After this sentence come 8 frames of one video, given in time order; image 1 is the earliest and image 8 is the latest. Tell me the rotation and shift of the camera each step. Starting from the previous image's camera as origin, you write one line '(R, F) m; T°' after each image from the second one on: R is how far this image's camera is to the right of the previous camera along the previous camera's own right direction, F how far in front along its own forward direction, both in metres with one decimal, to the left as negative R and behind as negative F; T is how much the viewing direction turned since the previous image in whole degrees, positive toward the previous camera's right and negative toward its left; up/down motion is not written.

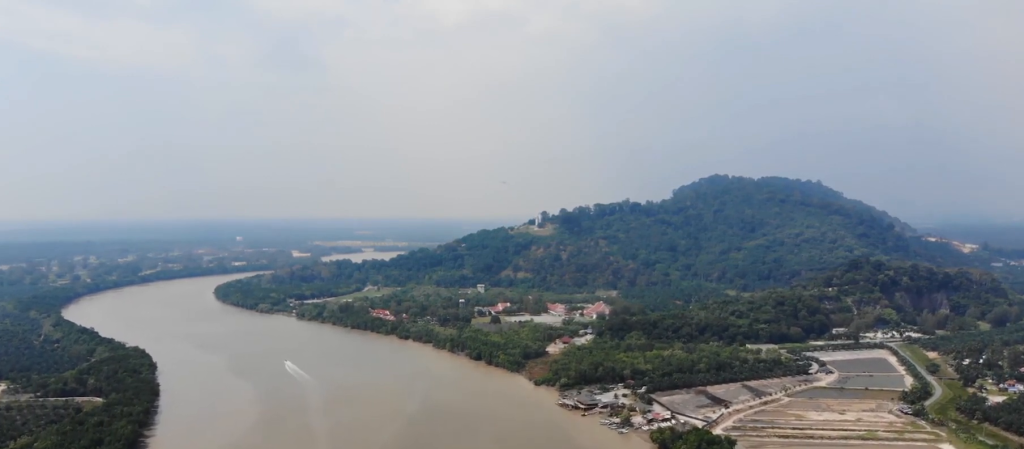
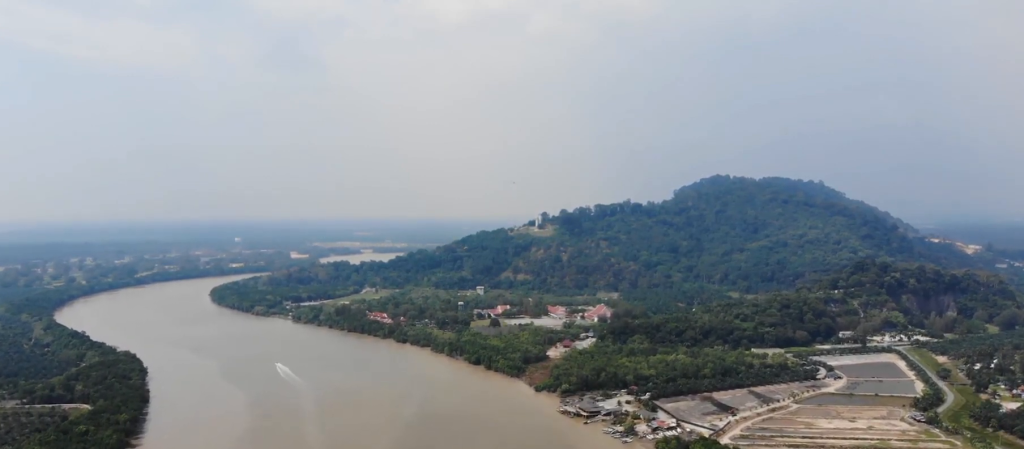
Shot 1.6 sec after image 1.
(-0.1, +20.6) m; 0°
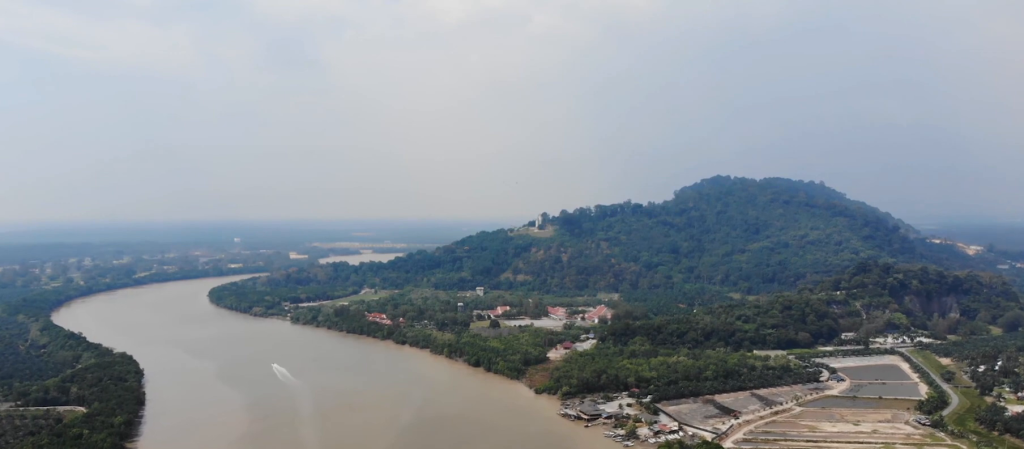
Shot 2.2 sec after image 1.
(0.0, +7.7) m; 0°
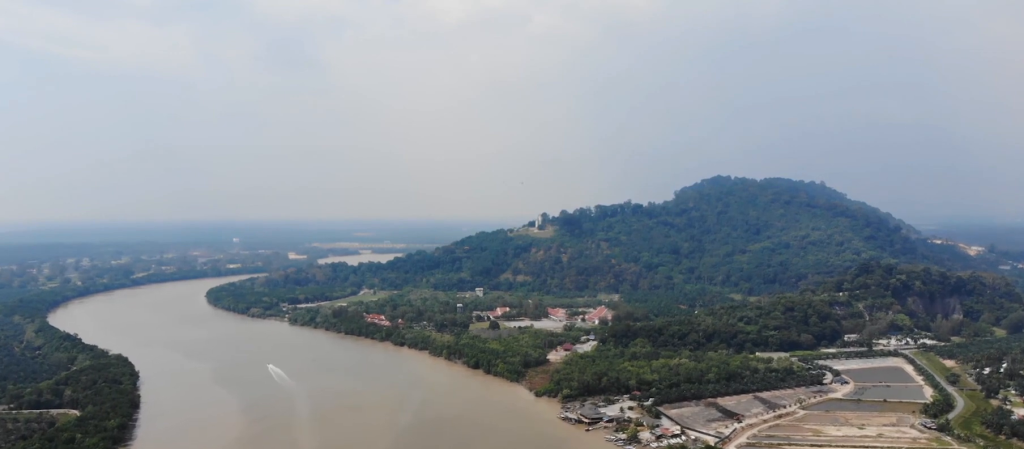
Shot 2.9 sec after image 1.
(0.0, +9.5) m; 0°
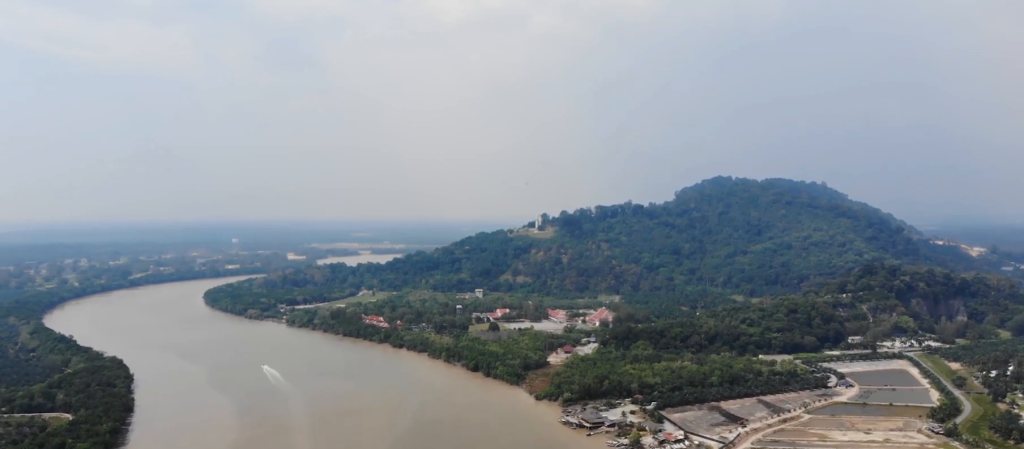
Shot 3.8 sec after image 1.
(0.0, +11.2) m; 0°
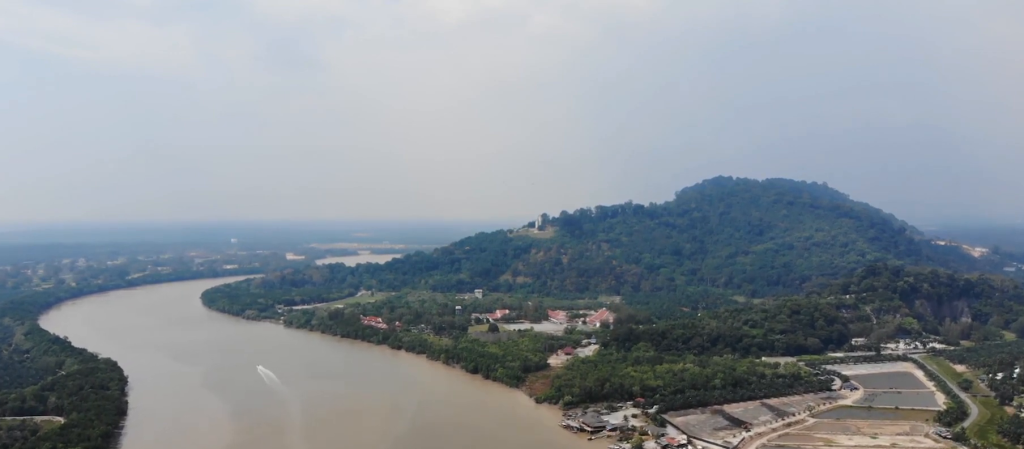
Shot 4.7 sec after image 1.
(0.0, +11.1) m; 0°
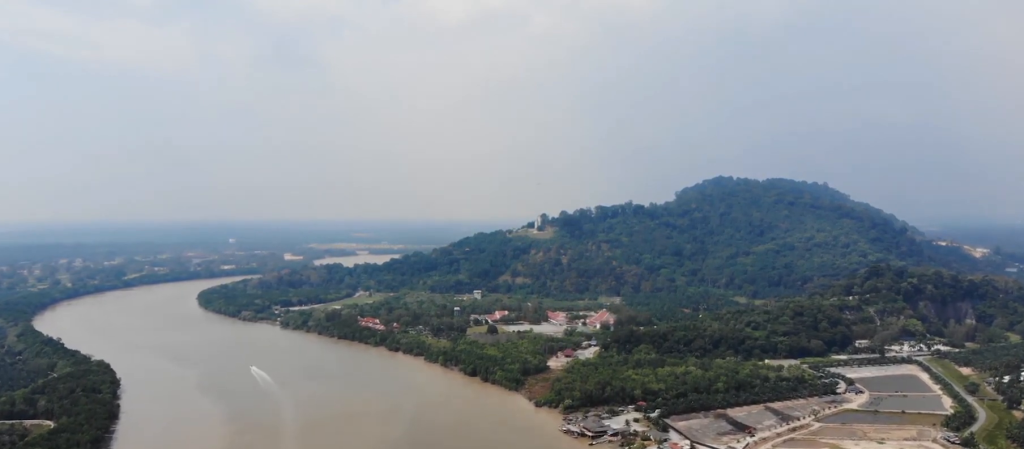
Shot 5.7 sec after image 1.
(0.0, +12.8) m; 0°
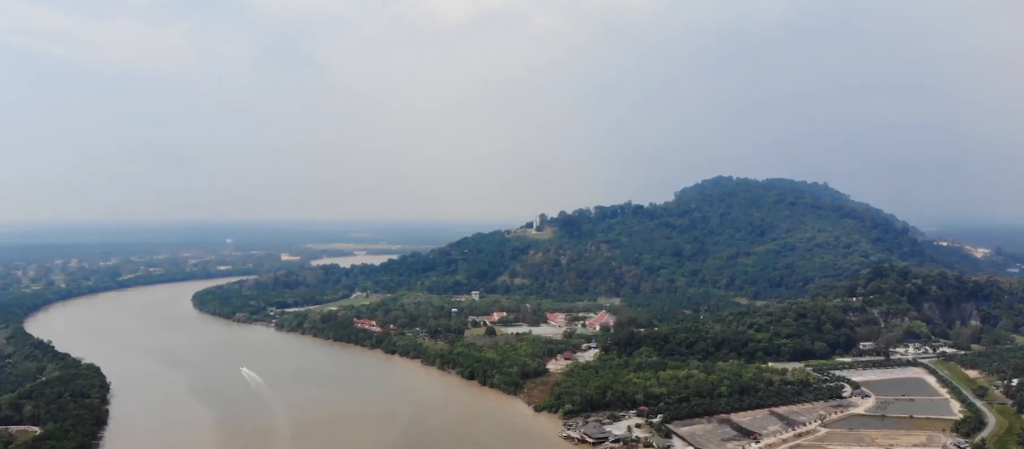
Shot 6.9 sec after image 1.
(0.0, +16.2) m; 0°
